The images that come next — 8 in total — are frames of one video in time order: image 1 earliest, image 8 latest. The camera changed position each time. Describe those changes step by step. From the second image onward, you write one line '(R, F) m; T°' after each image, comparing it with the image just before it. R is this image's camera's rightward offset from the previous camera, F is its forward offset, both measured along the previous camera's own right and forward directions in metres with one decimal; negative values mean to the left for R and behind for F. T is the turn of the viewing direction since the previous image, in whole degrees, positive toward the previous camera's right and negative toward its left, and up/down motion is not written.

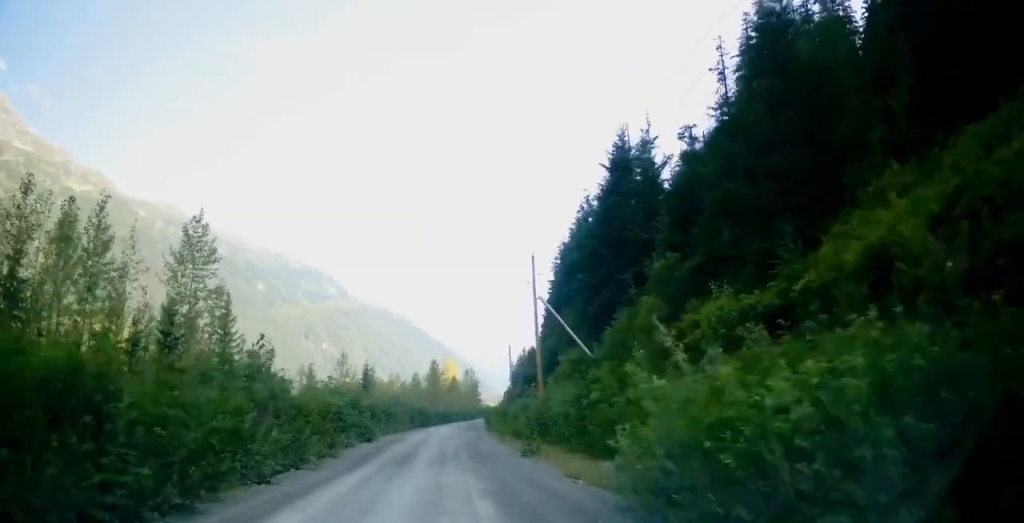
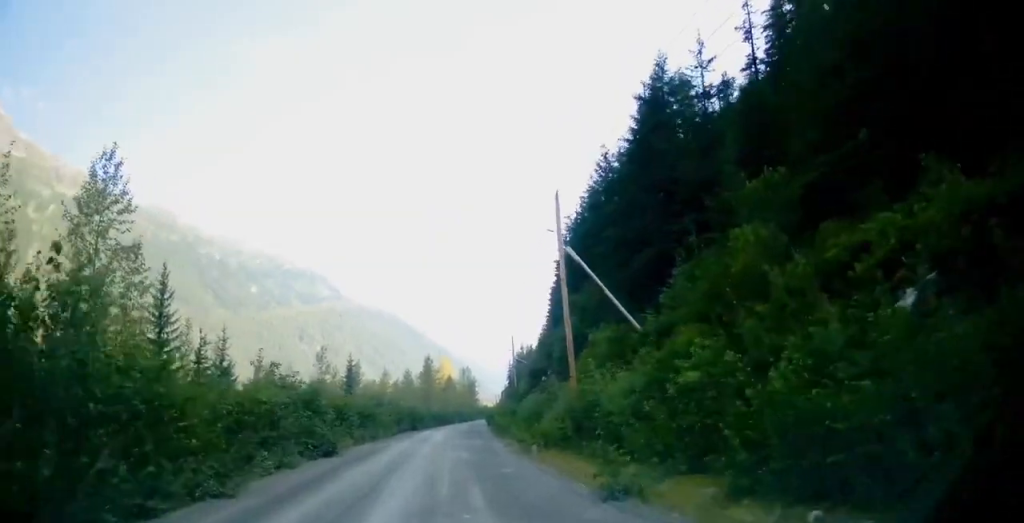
(+0.4, +13.0) m; 0°
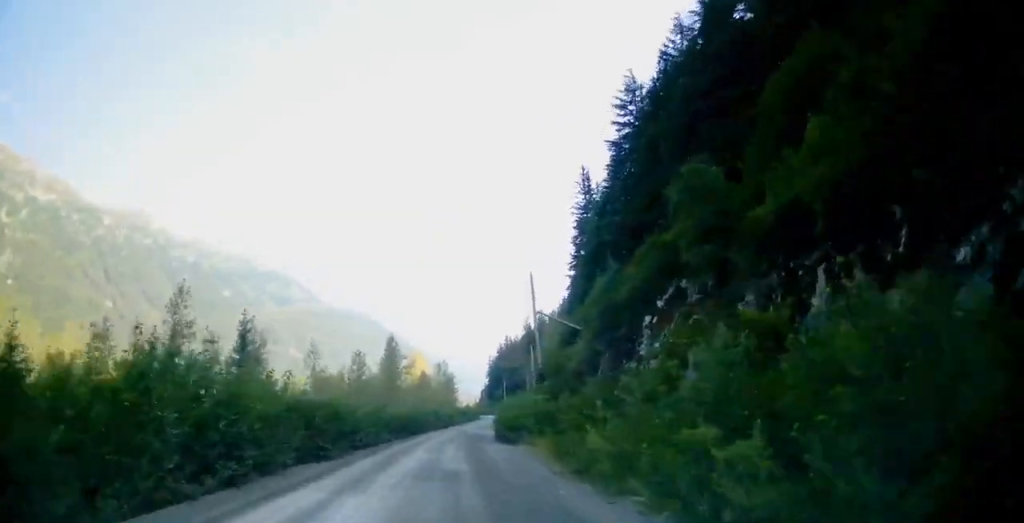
(+0.2, +42.0) m; +2°
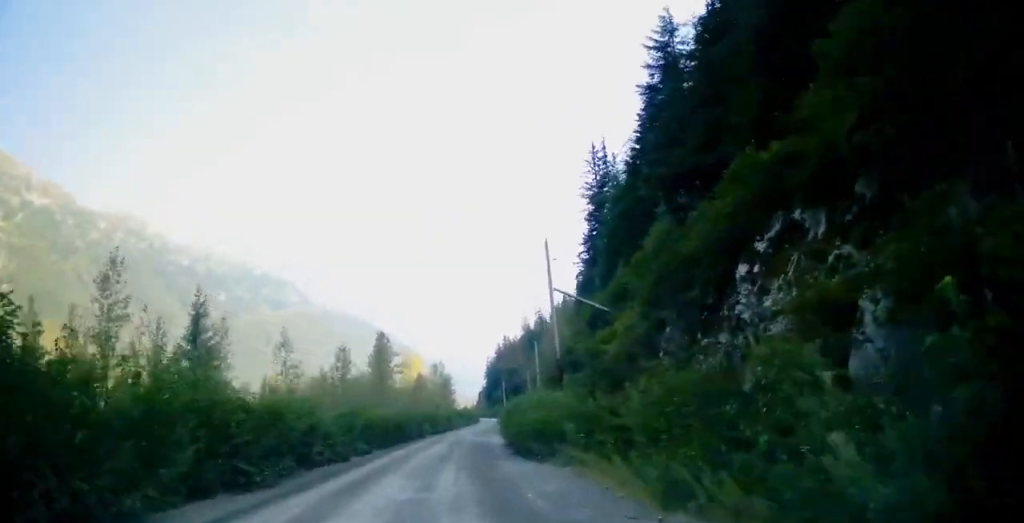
(0.0, +9.9) m; +1°
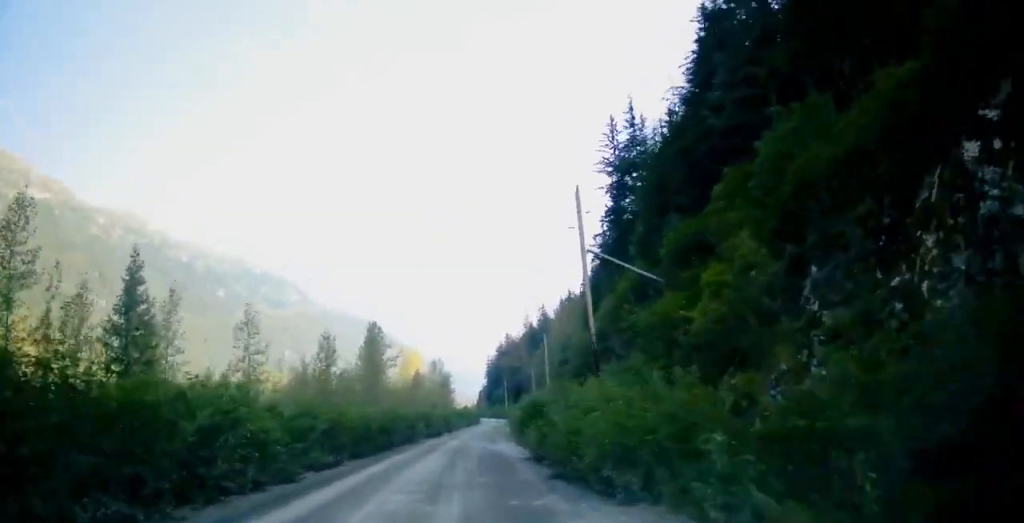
(+0.1, +9.9) m; +1°
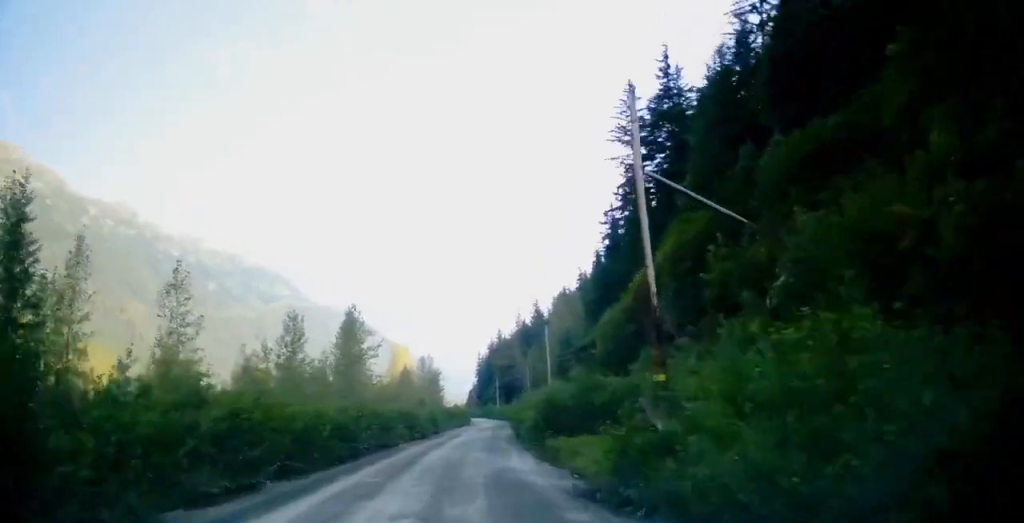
(+0.3, +10.6) m; +1°
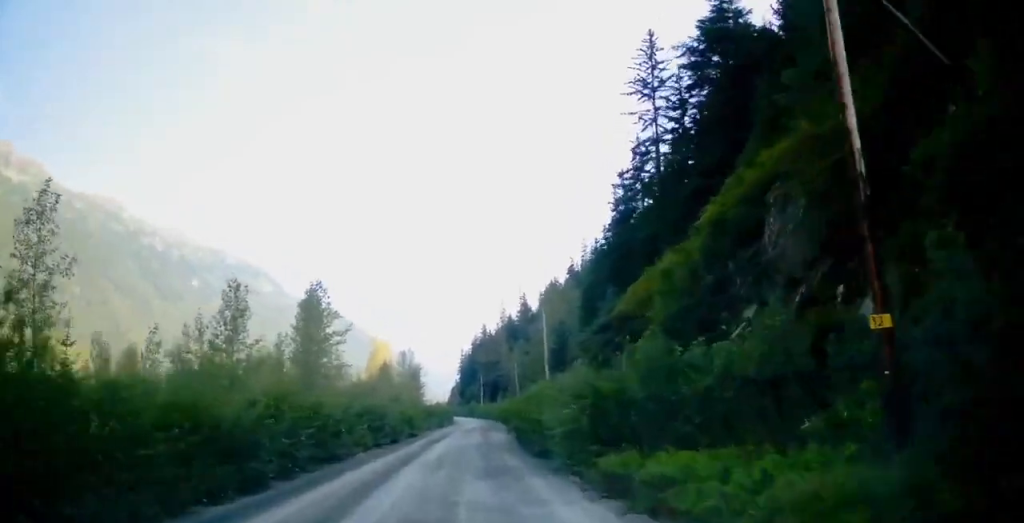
(-0.1, +11.7) m; -1°
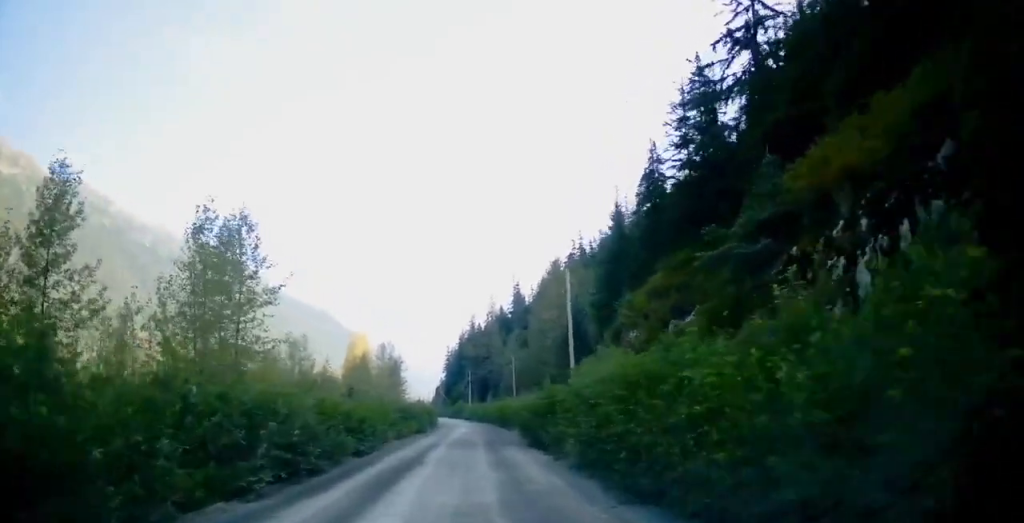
(-0.3, +21.0) m; +1°
